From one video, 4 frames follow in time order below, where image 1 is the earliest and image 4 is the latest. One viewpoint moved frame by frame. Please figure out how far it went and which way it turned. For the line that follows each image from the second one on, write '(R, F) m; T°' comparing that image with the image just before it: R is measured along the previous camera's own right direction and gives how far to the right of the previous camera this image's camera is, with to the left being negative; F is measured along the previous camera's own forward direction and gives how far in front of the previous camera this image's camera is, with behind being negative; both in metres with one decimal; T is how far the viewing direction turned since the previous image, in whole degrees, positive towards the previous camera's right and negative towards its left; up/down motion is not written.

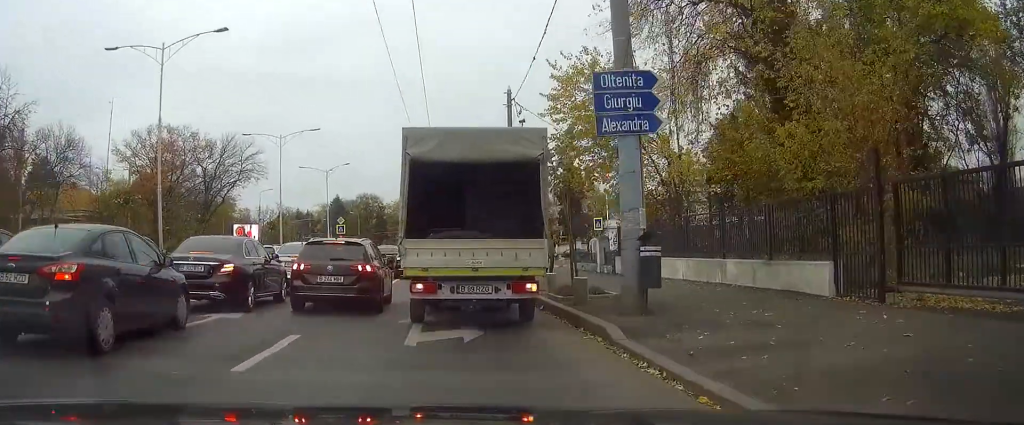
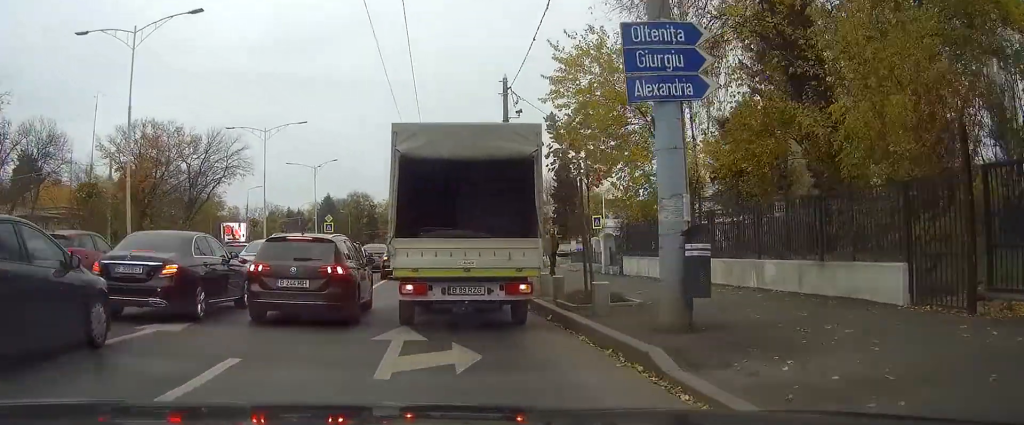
(0.0, +2.4) m; 0°
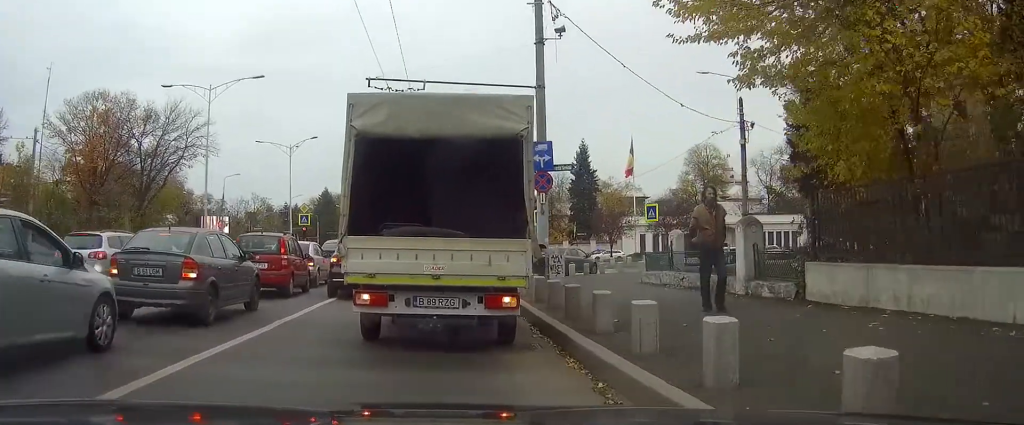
(0.0, +12.7) m; -3°
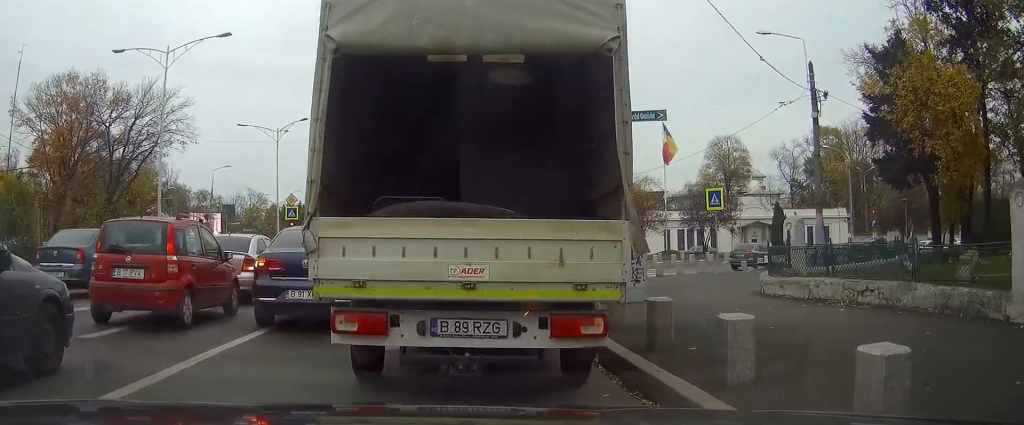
(-0.4, +7.4) m; +1°
